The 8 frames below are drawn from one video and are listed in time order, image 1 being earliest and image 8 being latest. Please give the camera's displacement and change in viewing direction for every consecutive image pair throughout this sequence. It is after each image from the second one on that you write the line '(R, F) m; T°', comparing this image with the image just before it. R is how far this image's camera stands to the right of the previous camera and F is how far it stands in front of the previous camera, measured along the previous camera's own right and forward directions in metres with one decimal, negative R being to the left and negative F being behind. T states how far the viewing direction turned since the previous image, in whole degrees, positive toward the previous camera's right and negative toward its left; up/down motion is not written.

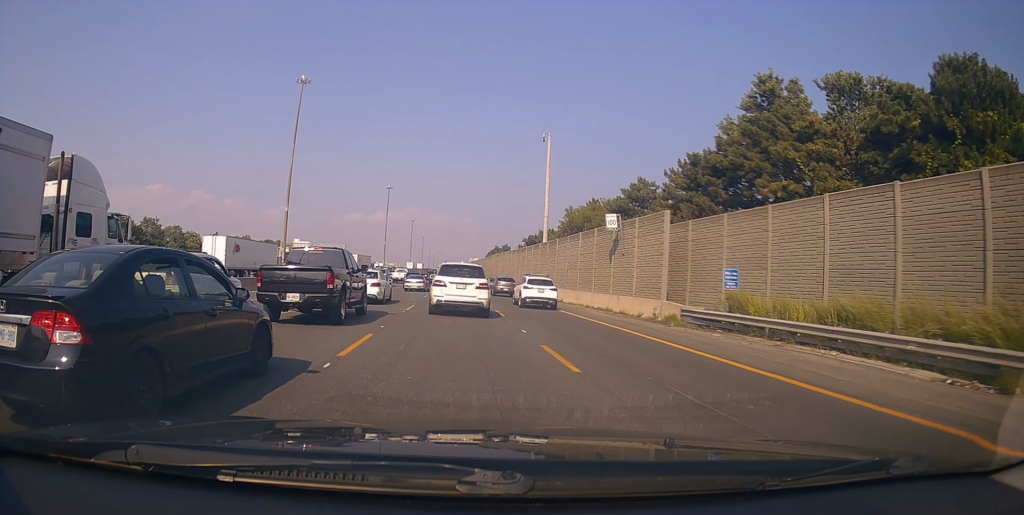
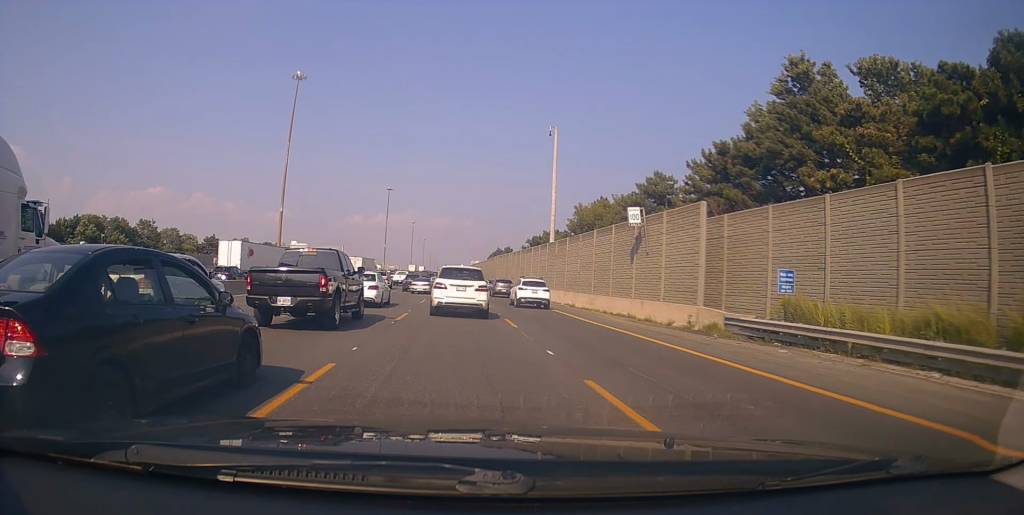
(0.0, +3.8) m; +5°
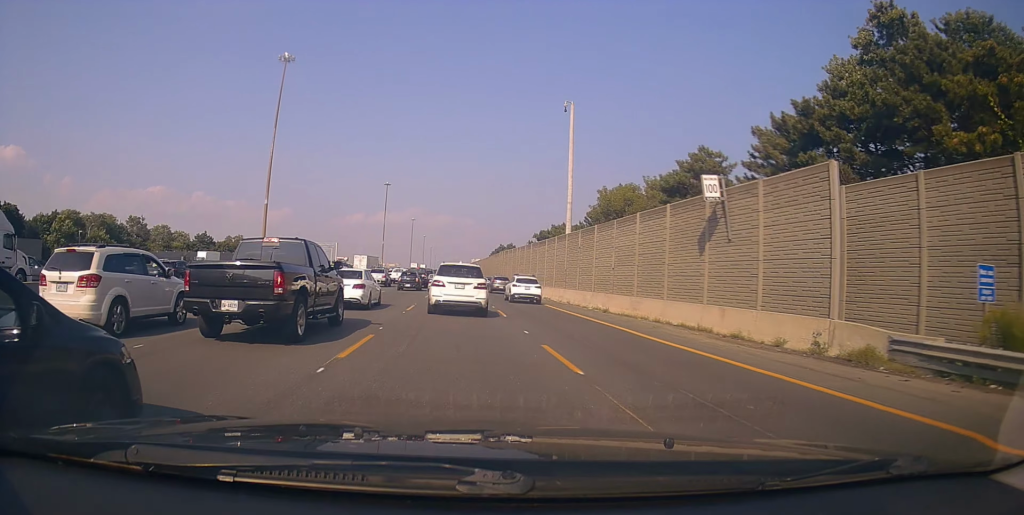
(+0.8, +7.6) m; +5°
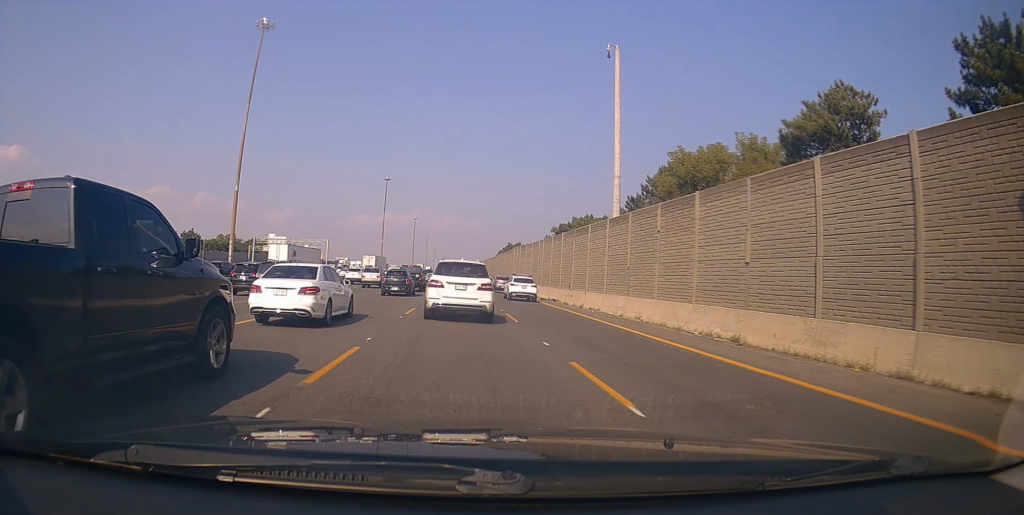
(-0.7, +13.8) m; -5°
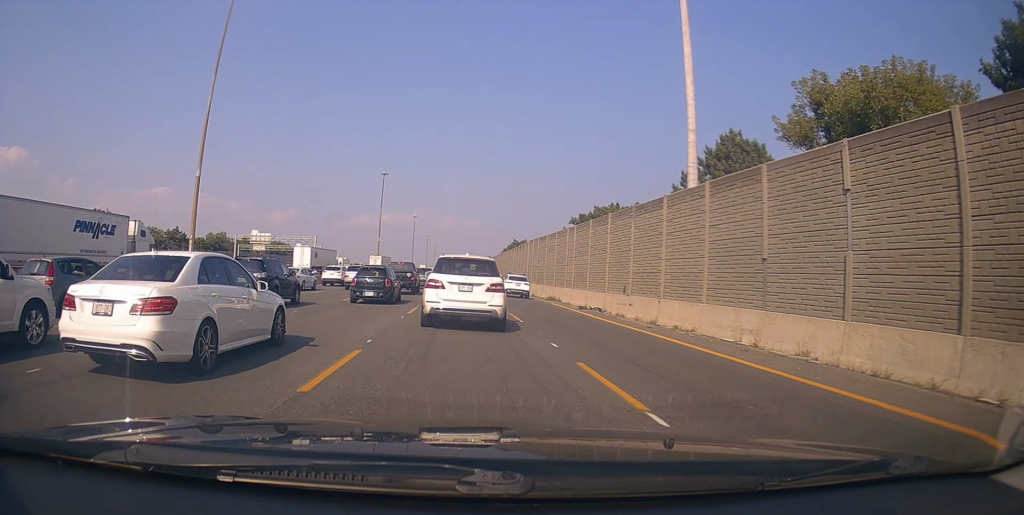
(-0.1, +13.6) m; 0°
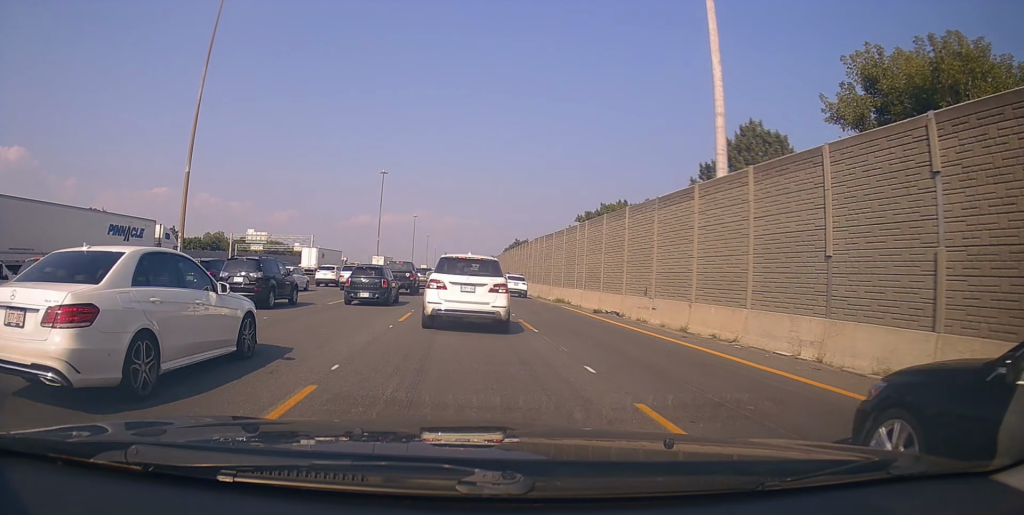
(+0.2, +3.5) m; -2°
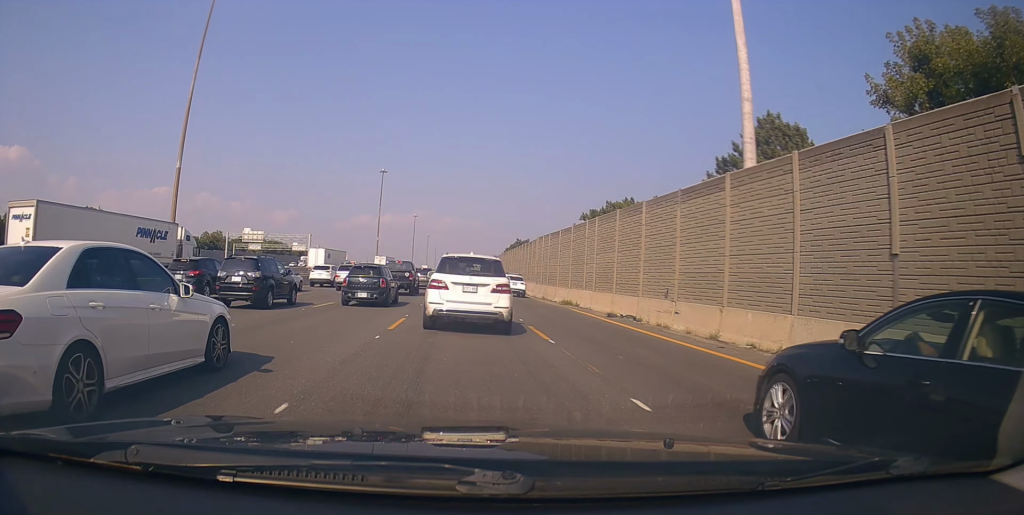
(-0.1, +2.7) m; 0°
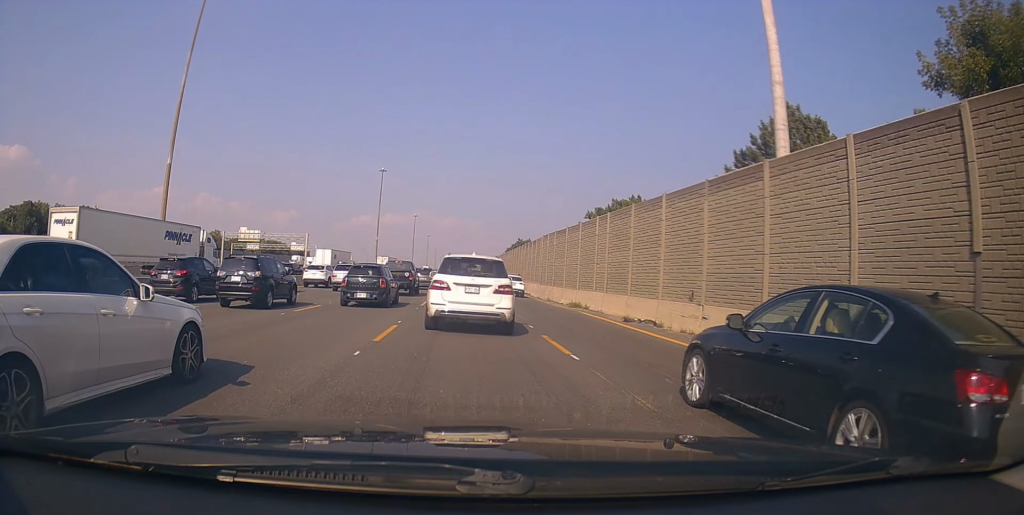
(-0.3, +2.8) m; +1°
